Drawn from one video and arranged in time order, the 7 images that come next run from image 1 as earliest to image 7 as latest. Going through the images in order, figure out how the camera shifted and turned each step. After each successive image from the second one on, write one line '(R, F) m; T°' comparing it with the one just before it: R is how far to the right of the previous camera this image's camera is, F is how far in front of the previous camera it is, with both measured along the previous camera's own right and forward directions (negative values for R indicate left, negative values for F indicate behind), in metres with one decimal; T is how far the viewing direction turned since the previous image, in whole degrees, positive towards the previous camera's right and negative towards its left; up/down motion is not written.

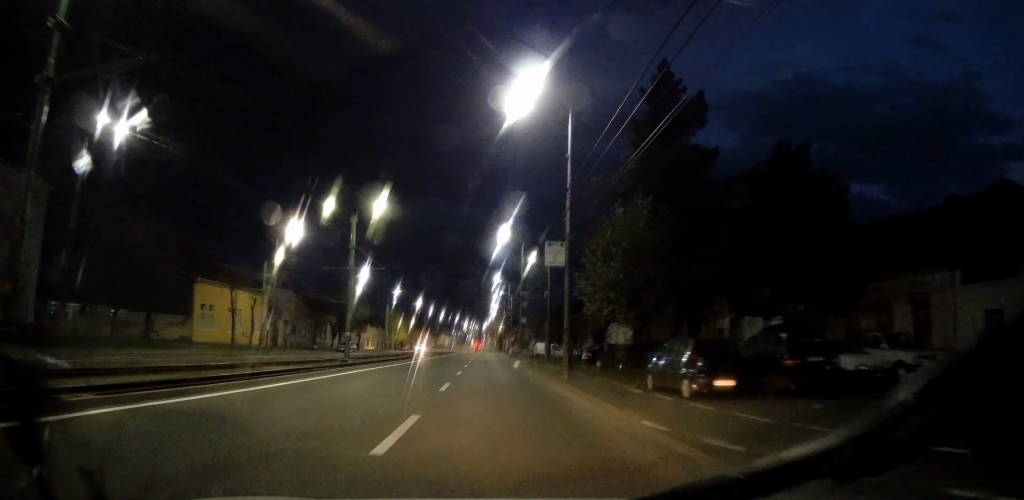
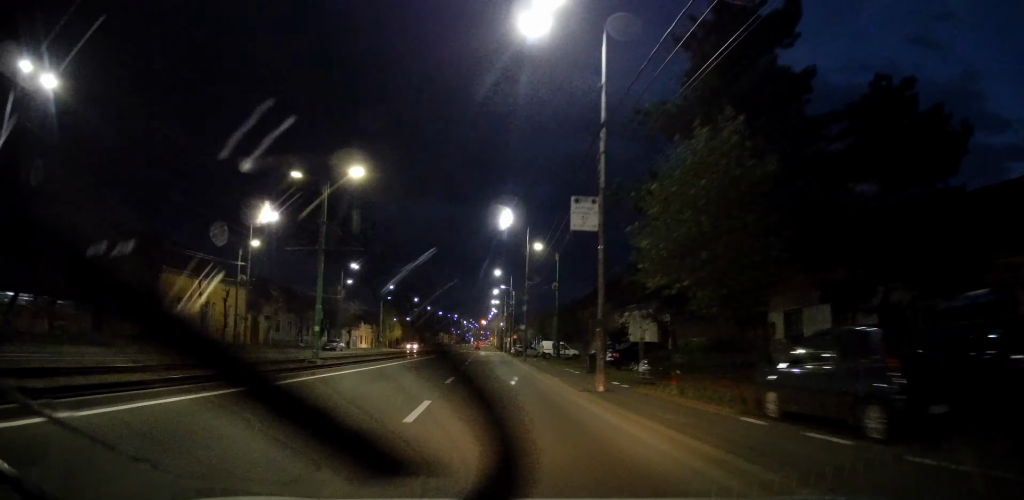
(0.0, +7.1) m; 0°
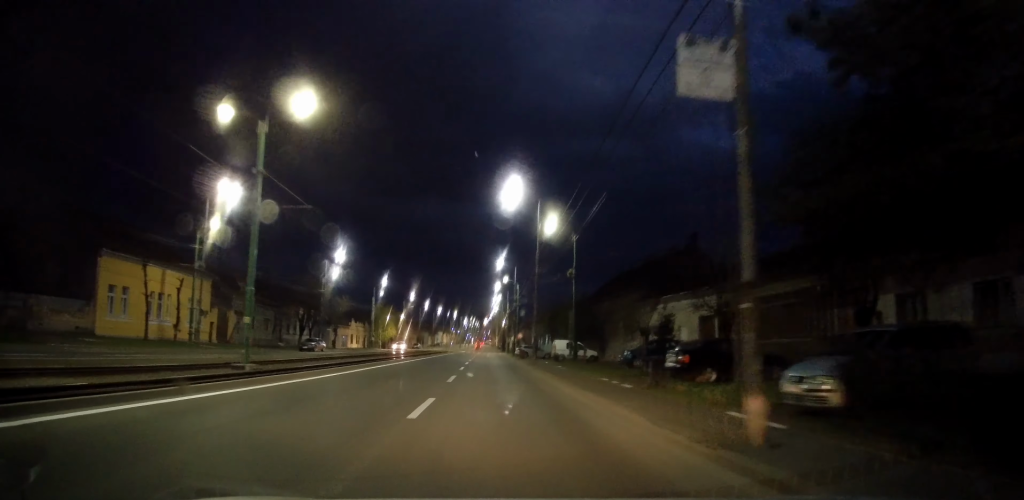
(+0.1, +8.8) m; +1°
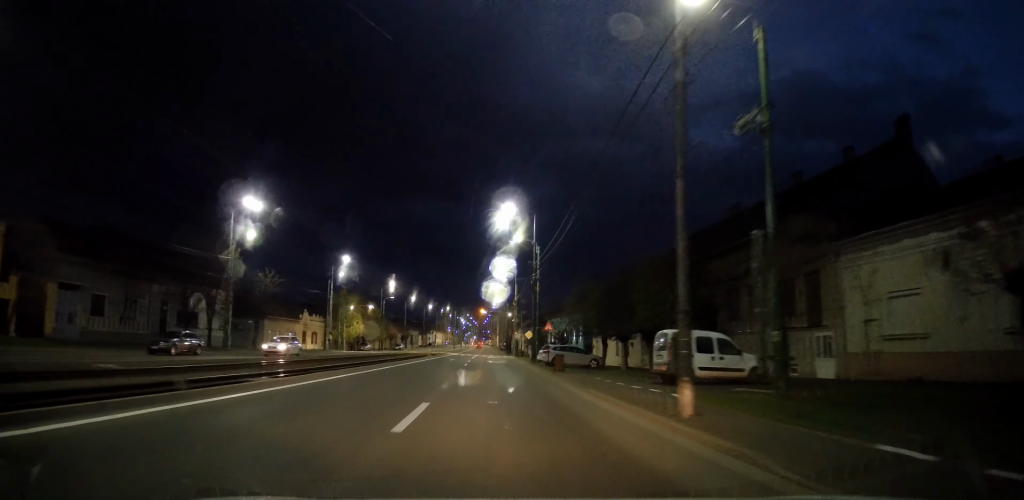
(-0.3, +28.3) m; -1°
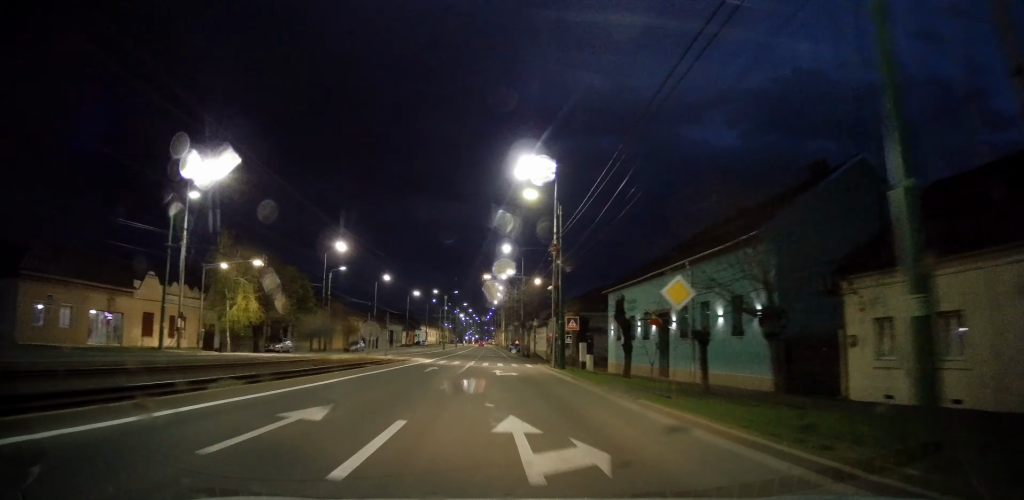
(+0.5, +39.6) m; 0°
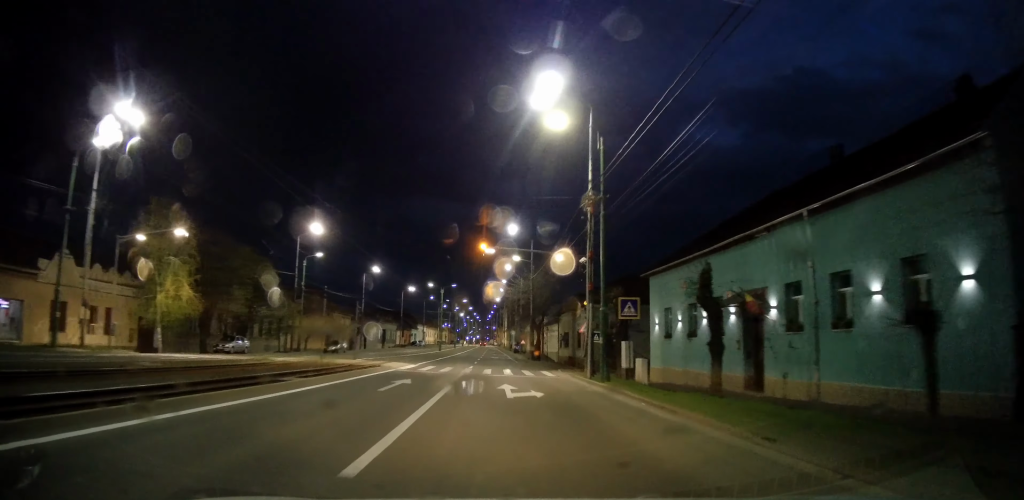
(-0.2, +10.6) m; 0°
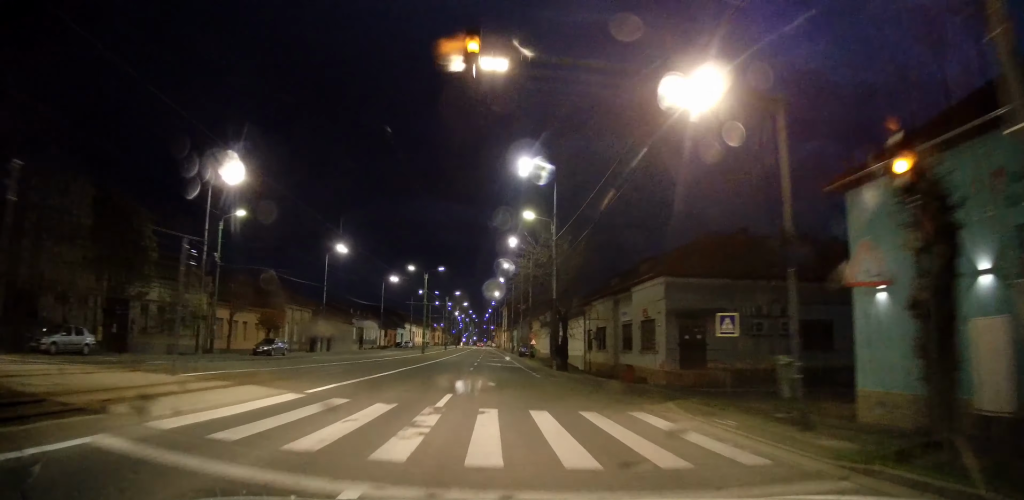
(0.0, +19.2) m; +1°
